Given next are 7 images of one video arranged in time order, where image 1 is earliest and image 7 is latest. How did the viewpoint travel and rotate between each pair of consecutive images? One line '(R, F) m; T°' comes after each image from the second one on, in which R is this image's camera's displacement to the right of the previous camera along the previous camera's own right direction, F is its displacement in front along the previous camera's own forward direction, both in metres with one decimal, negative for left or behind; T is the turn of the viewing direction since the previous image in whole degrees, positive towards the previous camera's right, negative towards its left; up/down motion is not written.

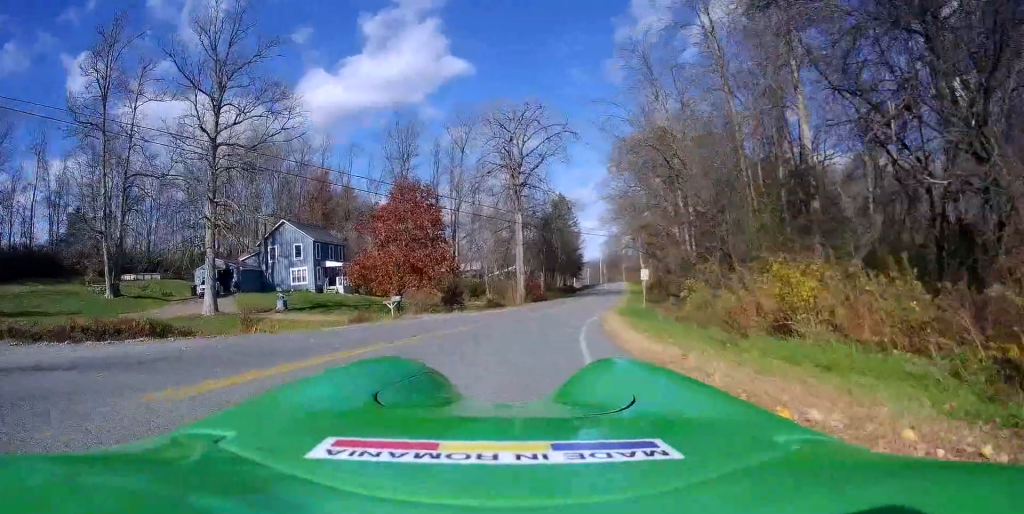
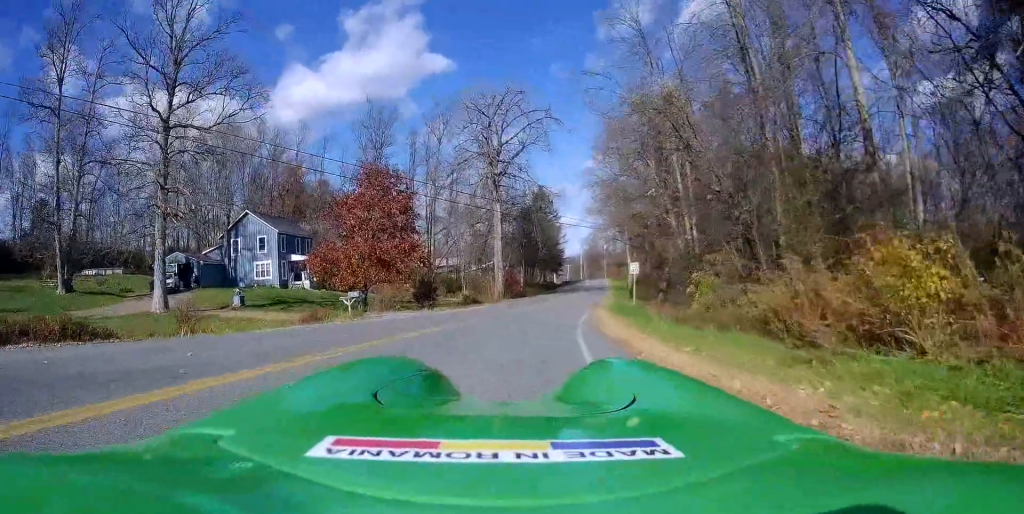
(0.0, +3.8) m; +3°
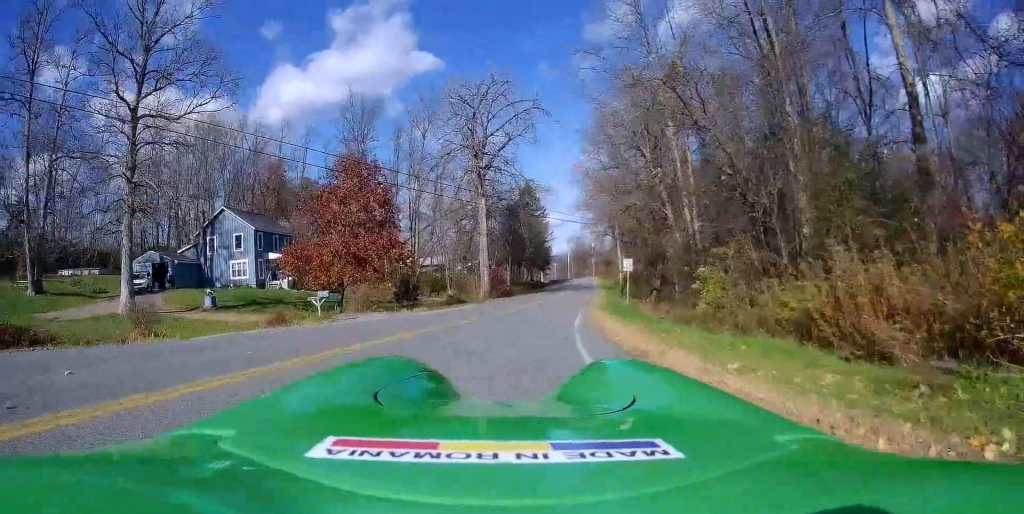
(+0.1, +2.5) m; +3°
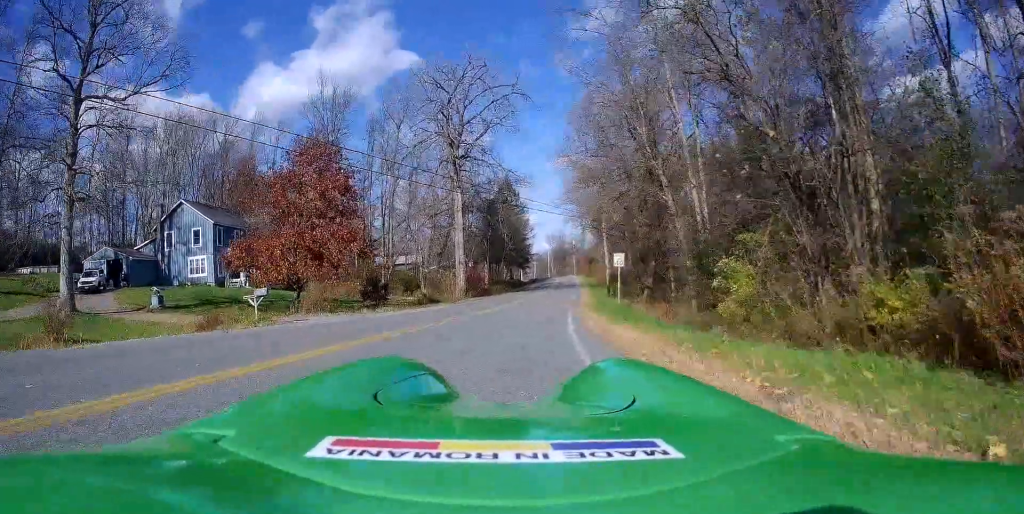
(+0.2, +4.3) m; +2°
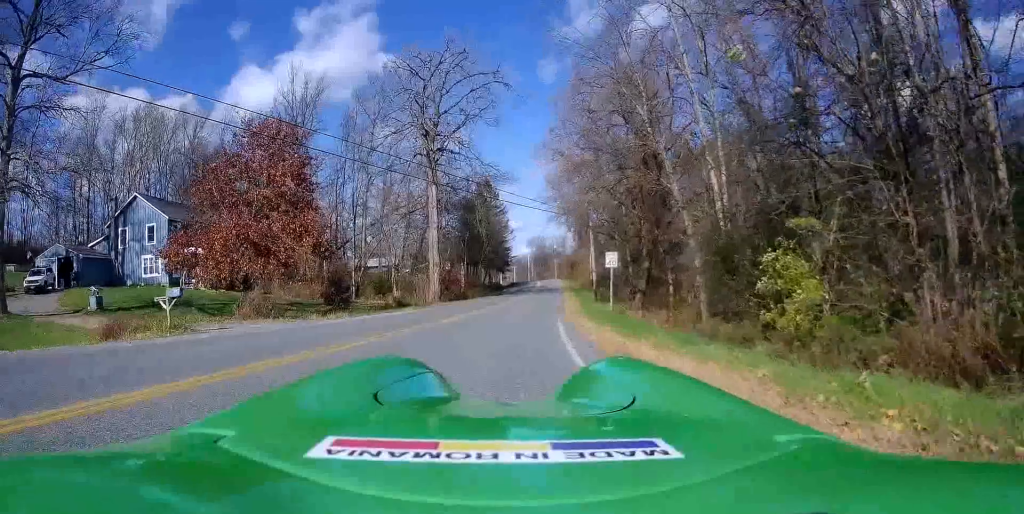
(+0.1, +4.2) m; 0°
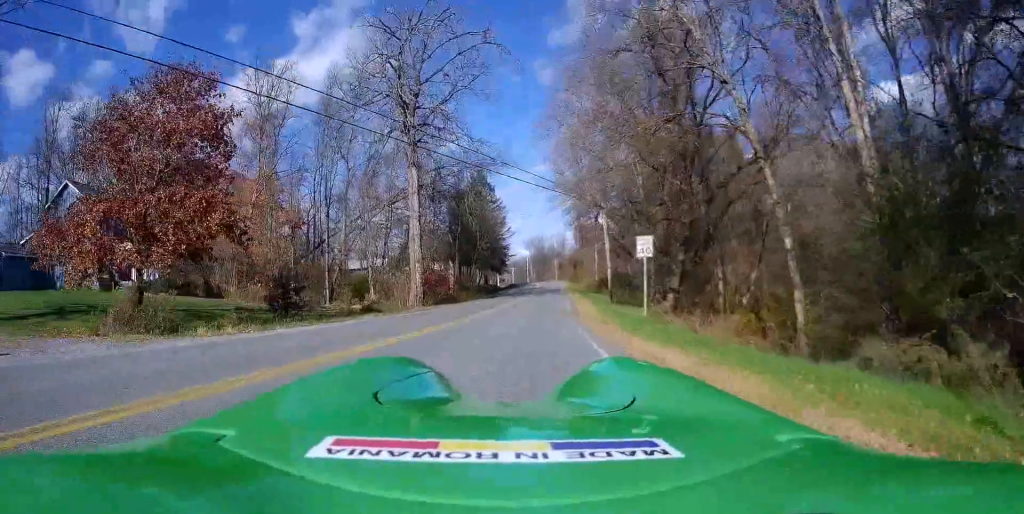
(+0.1, +7.9) m; +3°
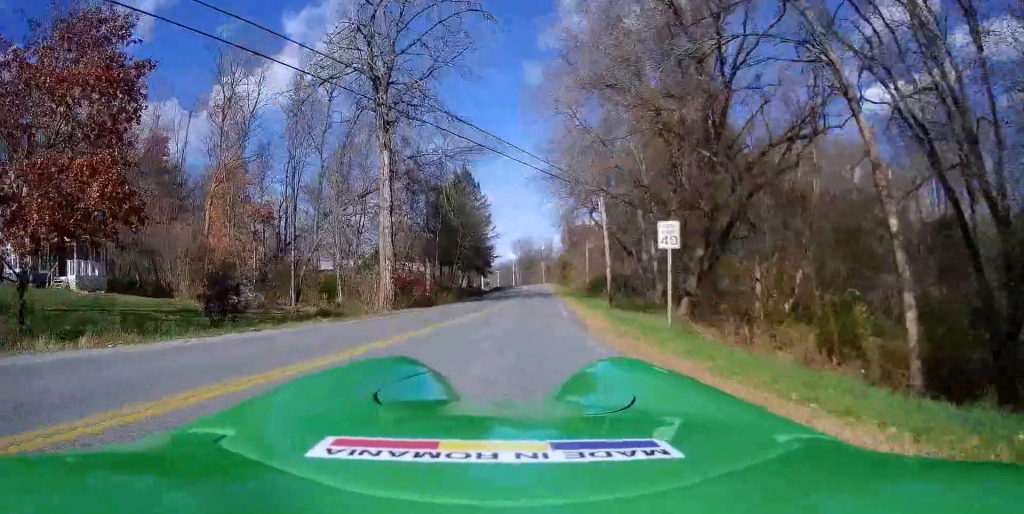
(+0.1, +5.0) m; +1°
